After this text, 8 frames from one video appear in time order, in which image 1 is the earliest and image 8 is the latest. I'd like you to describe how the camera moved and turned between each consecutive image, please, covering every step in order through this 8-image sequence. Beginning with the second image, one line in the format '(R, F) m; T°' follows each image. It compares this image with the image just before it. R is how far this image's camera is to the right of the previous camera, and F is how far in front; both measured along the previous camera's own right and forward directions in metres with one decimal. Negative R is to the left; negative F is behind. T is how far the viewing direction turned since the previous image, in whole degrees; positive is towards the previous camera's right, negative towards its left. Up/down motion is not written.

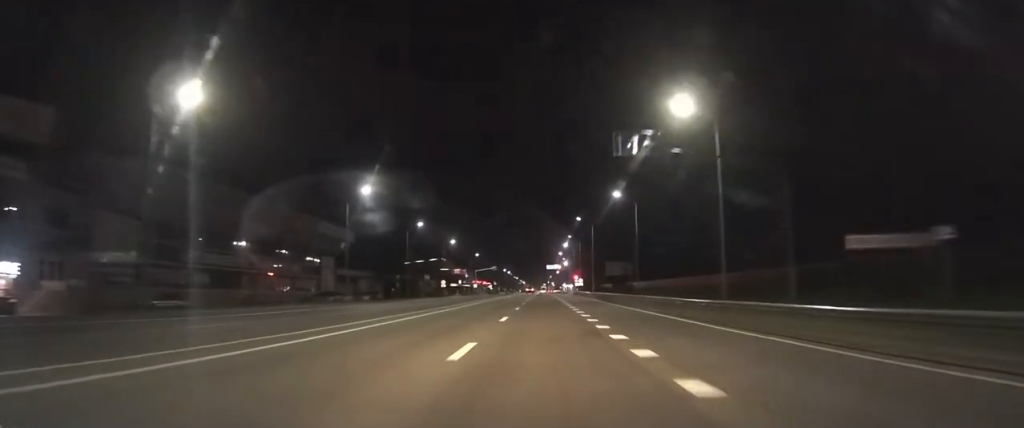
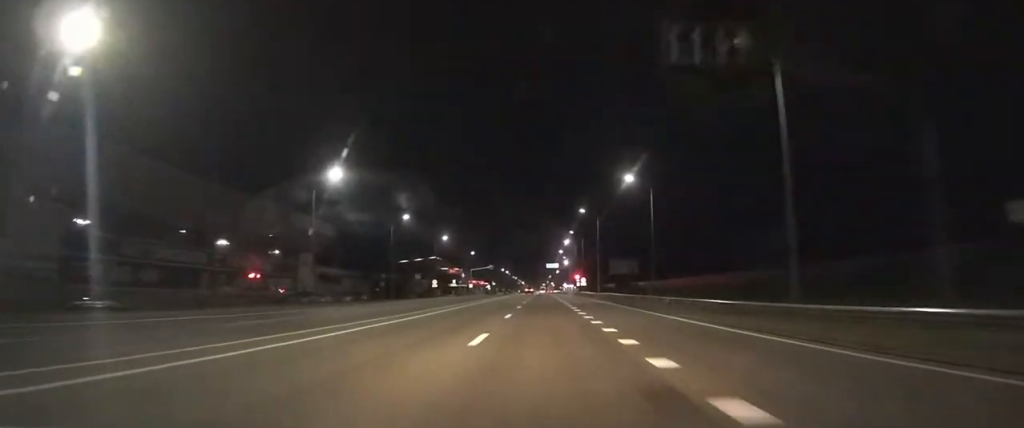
(0.0, +9.5) m; 0°
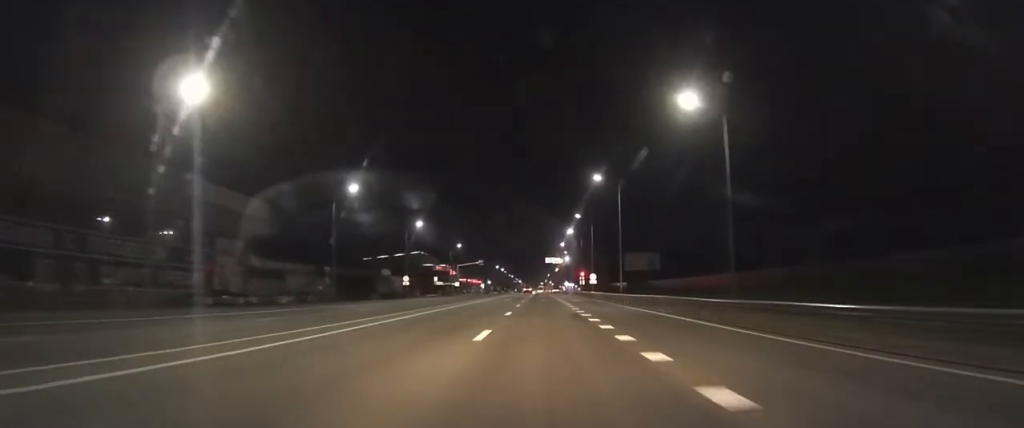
(0.0, +23.1) m; 0°
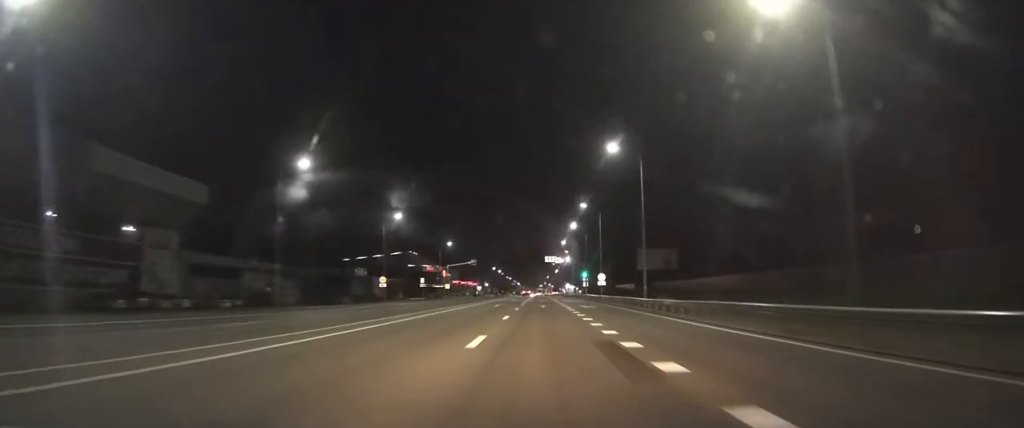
(+0.1, +13.0) m; 0°
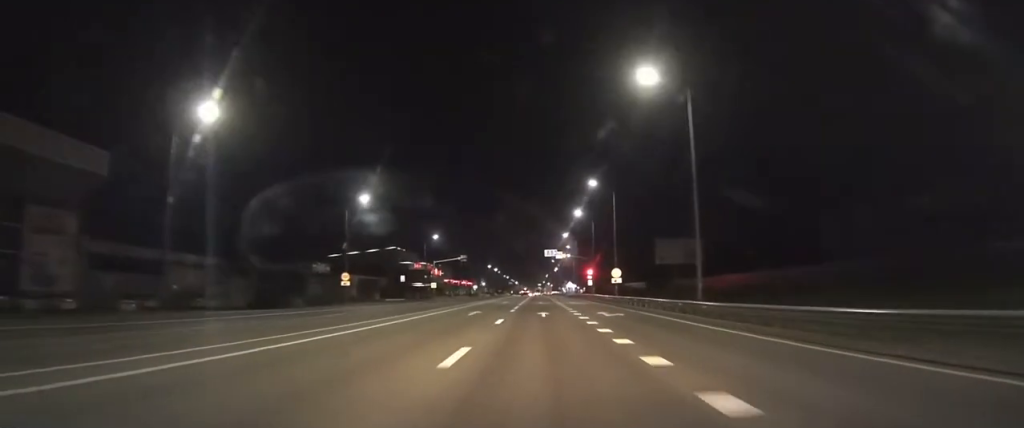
(0.0, +14.8) m; 0°
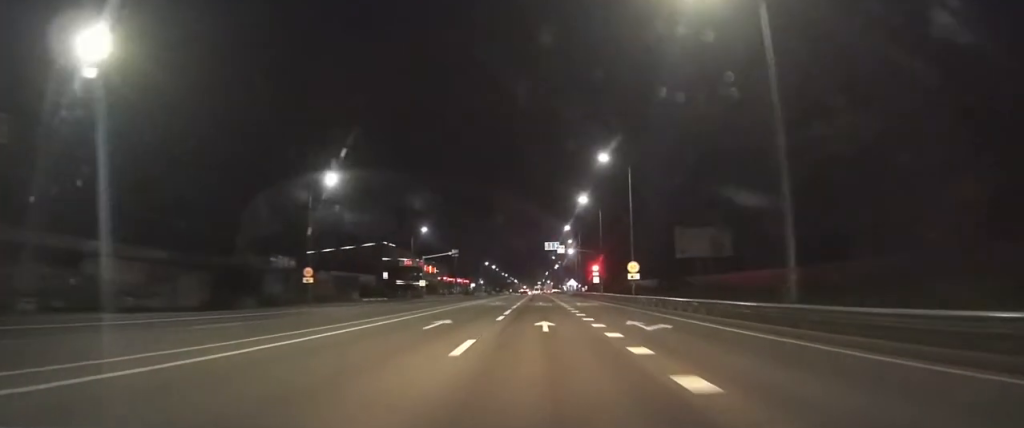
(0.0, +10.5) m; 0°
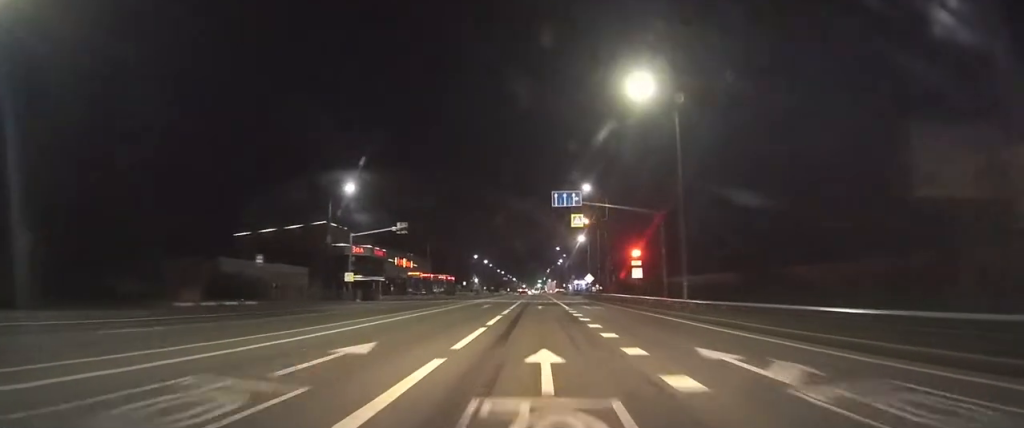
(-0.3, +39.7) m; -1°
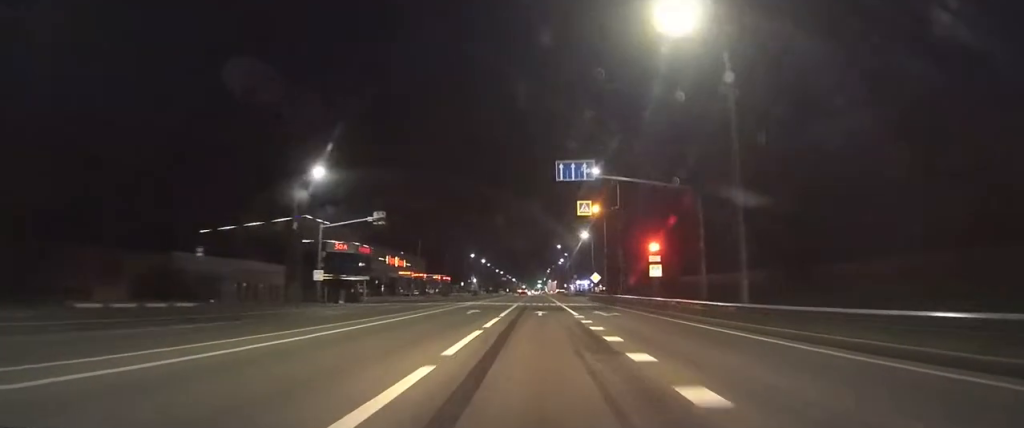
(0.0, +9.2) m; 0°
